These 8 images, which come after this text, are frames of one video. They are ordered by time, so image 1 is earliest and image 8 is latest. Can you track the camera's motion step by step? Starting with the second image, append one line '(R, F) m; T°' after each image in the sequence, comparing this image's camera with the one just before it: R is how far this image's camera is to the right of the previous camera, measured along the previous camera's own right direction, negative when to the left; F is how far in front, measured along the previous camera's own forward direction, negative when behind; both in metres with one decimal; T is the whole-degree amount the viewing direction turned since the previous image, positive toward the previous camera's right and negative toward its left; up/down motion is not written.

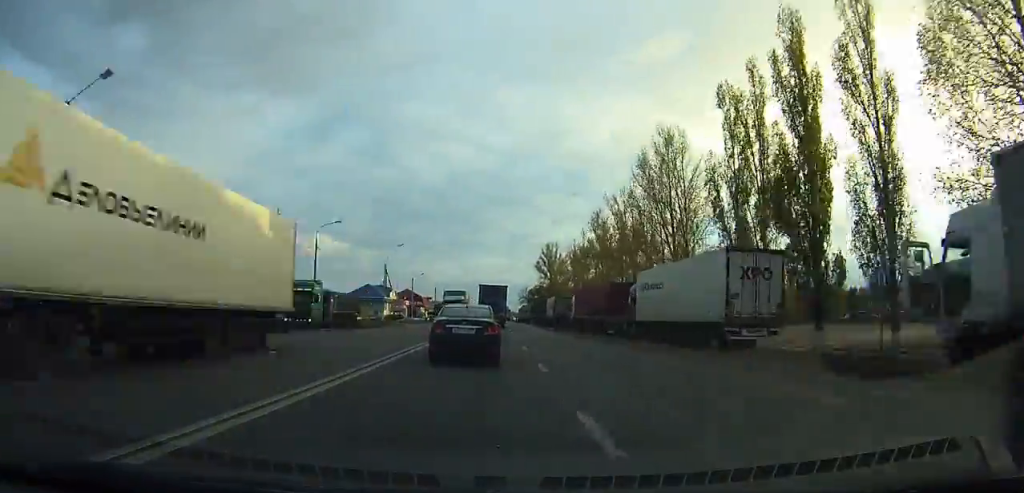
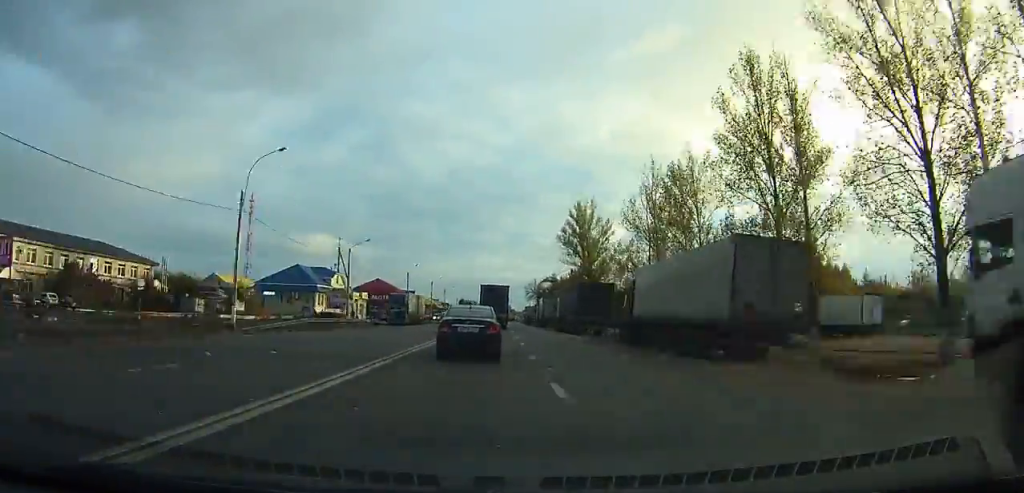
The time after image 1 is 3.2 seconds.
(+0.2, +43.7) m; +1°
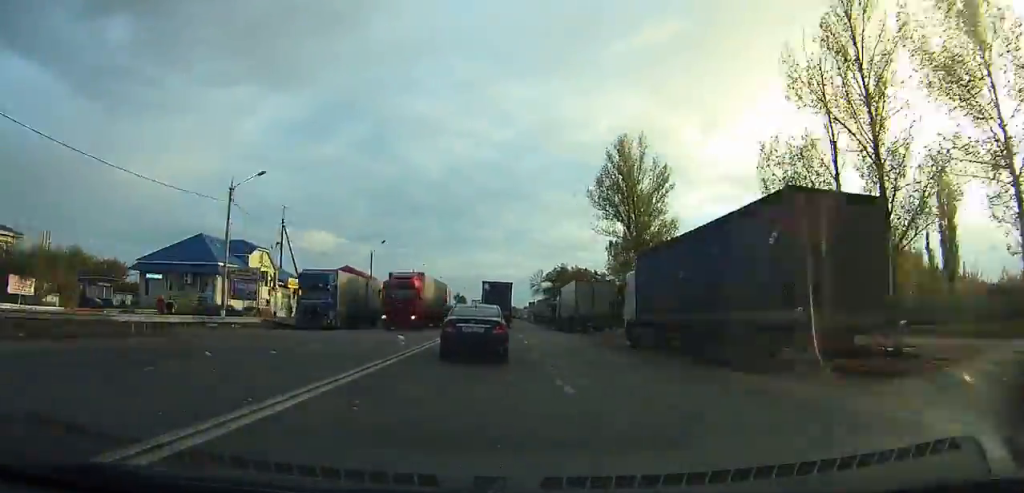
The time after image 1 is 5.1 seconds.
(+0.1, +27.3) m; 0°
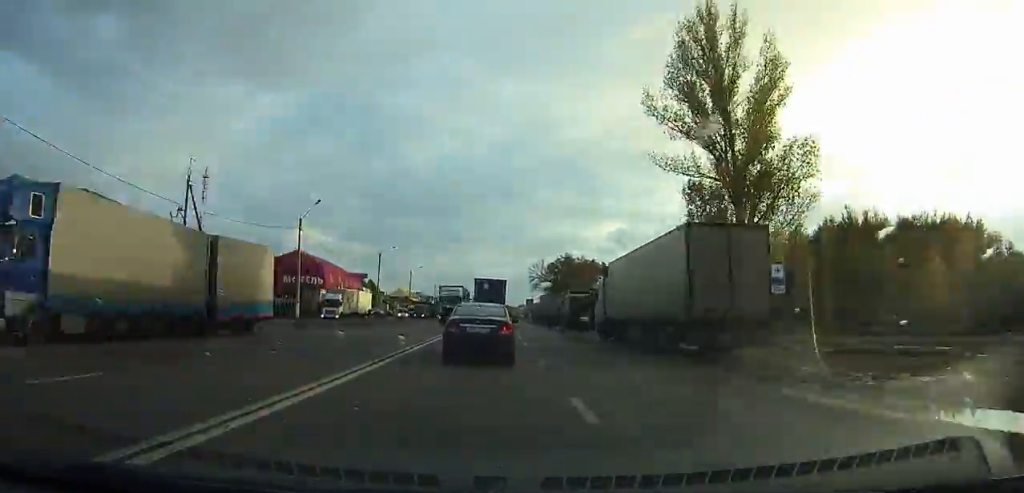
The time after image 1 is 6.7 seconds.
(-0.1, +23.6) m; 0°
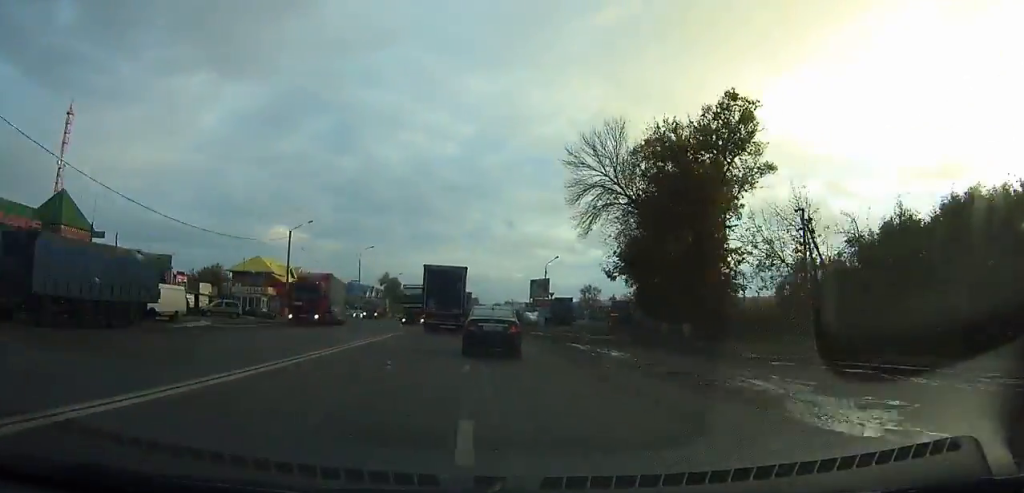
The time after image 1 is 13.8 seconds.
(+0.4, +109.2) m; +1°
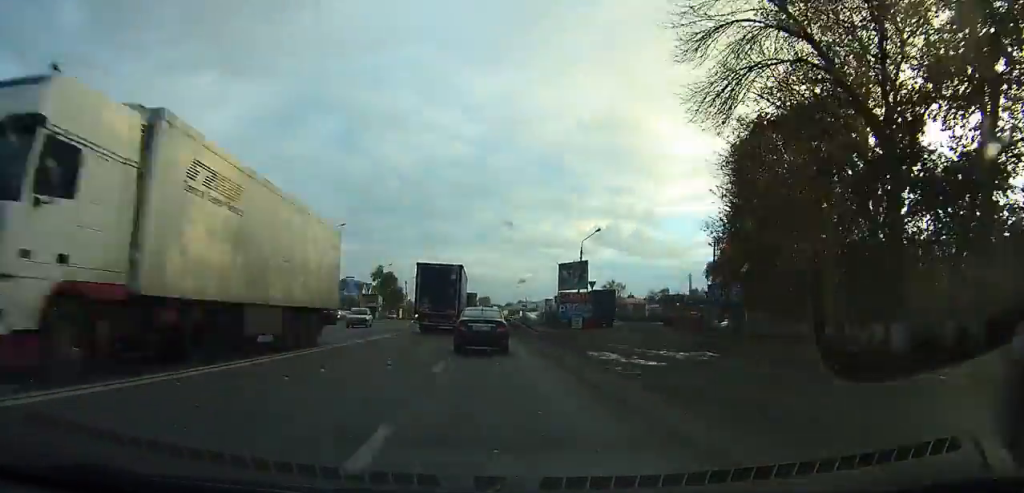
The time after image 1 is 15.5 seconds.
(+0.3, +26.3) m; 0°
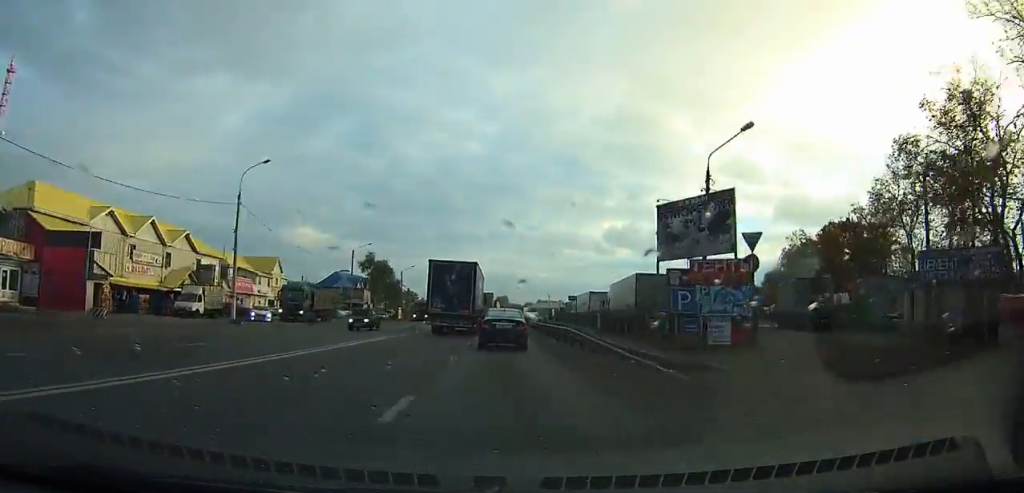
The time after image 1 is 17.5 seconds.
(-0.1, +30.6) m; 0°
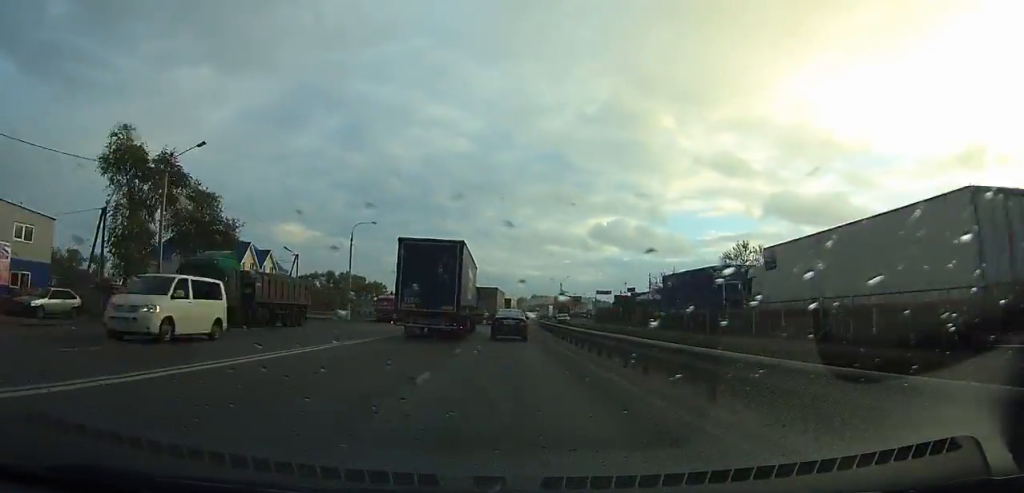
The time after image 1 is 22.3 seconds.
(0.0, +76.7) m; +1°
